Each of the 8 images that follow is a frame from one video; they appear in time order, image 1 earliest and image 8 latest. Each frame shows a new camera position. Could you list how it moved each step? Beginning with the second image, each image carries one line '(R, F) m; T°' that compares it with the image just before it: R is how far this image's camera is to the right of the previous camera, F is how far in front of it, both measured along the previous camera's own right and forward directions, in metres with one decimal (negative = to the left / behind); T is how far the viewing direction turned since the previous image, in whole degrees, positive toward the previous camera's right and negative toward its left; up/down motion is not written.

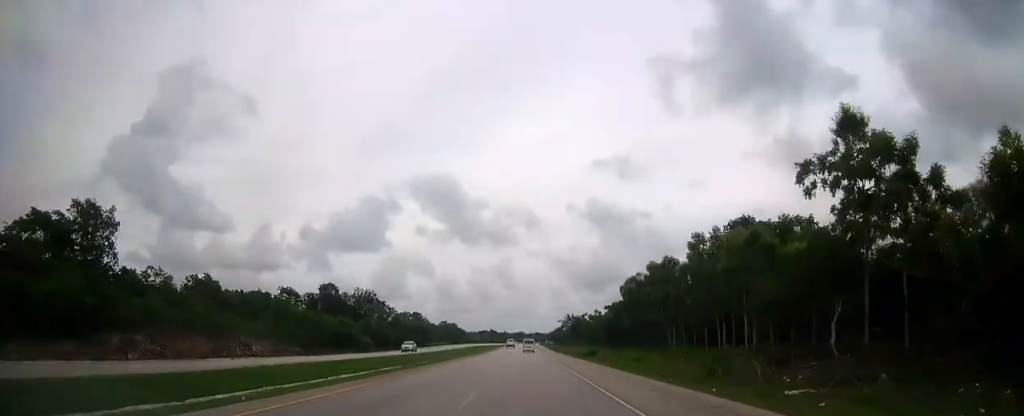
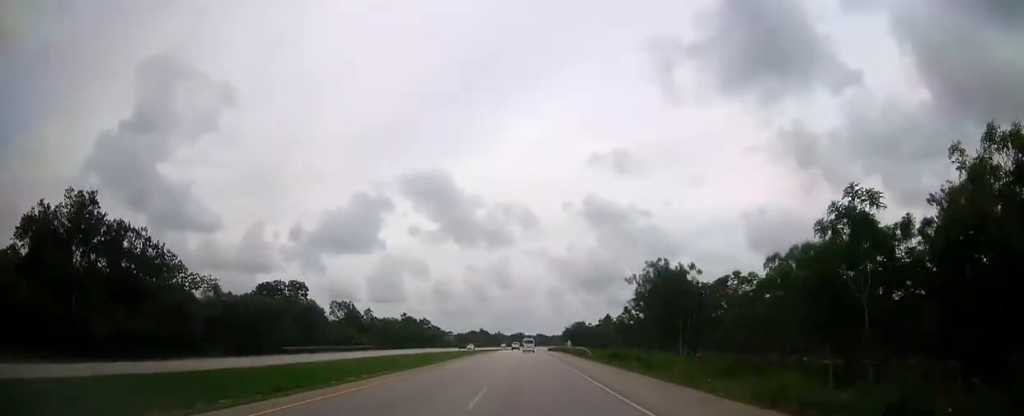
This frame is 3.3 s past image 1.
(0.0, +99.3) m; 0°
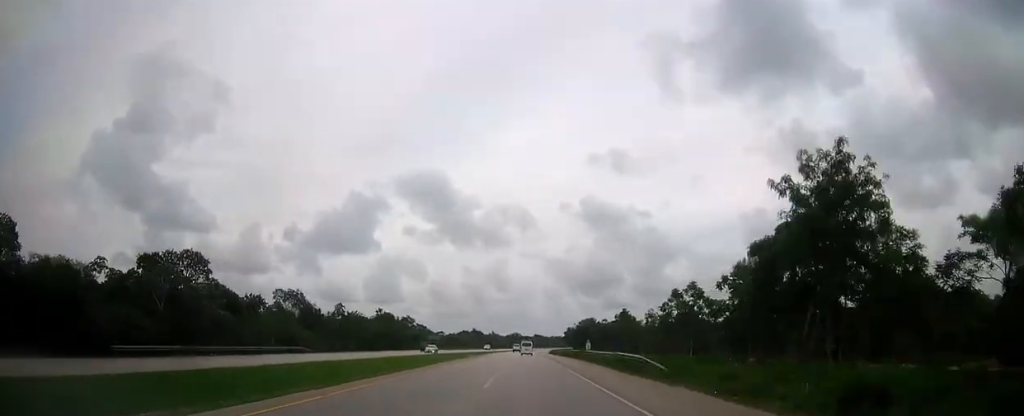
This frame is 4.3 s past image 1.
(-0.1, +29.6) m; 0°
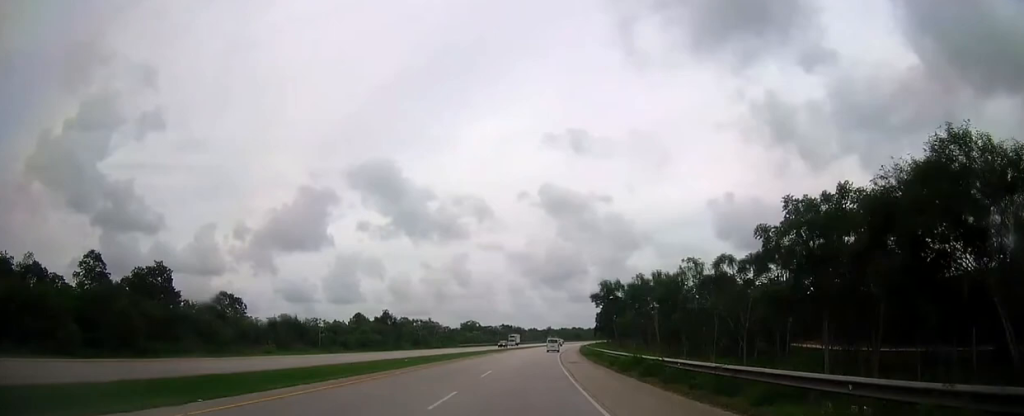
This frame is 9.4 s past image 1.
(+3.3, +150.0) m; +4°
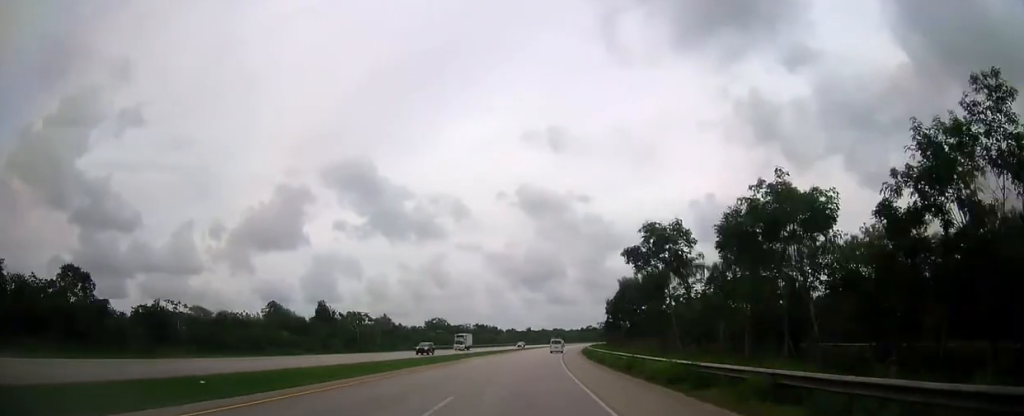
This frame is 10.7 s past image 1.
(+0.7, +38.0) m; +2°
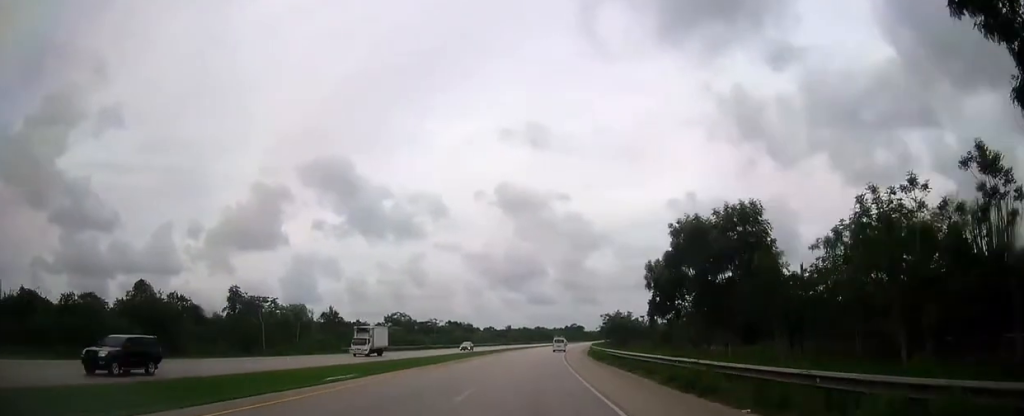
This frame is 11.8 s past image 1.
(+0.3, +32.2) m; +2°
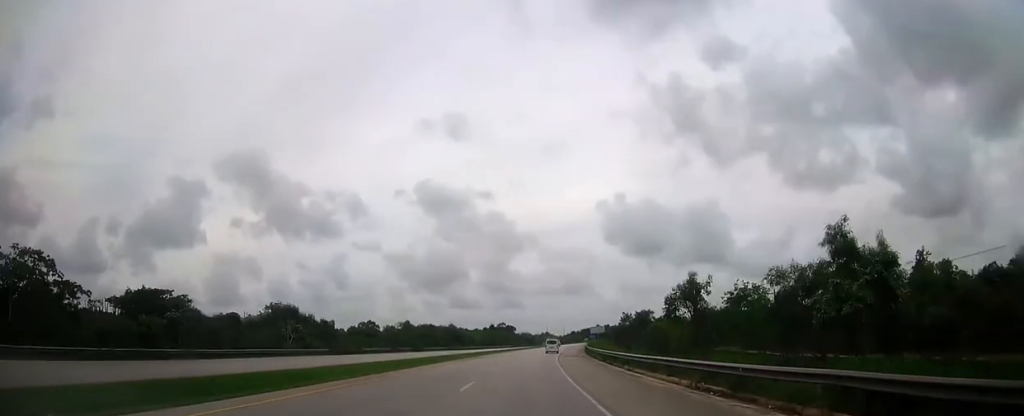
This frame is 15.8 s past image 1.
(+7.2, +115.2) m; +7°
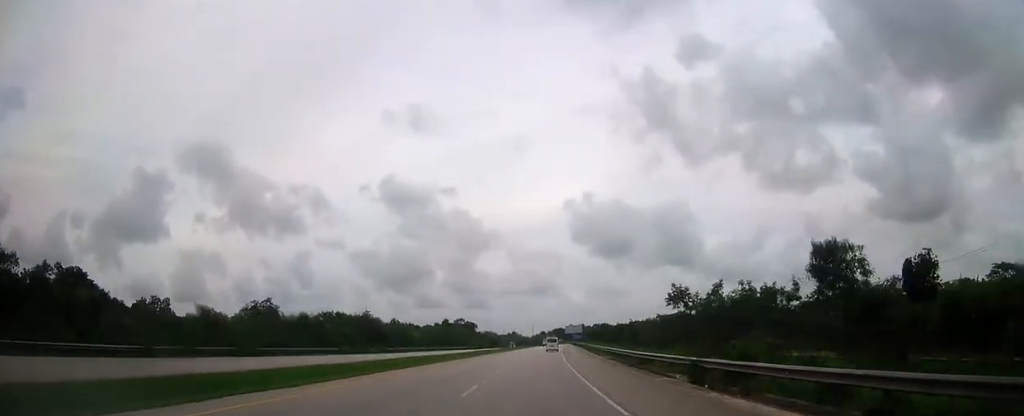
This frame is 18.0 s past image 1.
(+1.8, +63.2) m; +3°
